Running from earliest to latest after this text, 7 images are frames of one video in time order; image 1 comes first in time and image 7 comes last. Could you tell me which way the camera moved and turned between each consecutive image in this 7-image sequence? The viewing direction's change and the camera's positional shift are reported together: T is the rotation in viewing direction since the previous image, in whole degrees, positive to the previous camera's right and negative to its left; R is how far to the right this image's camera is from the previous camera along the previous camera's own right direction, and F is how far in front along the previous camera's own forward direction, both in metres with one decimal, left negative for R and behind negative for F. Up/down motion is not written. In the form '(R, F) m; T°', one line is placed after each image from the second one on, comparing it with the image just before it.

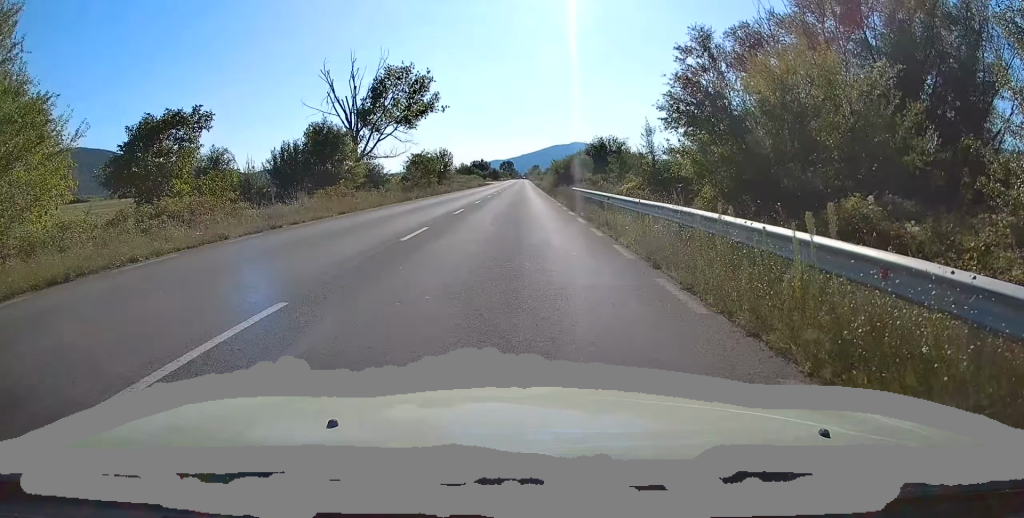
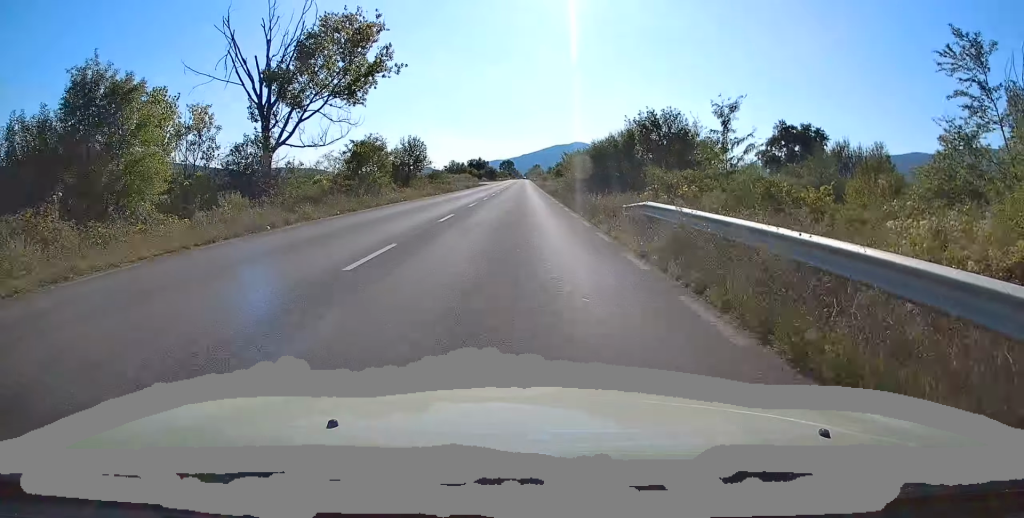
(0.0, +21.6) m; 0°
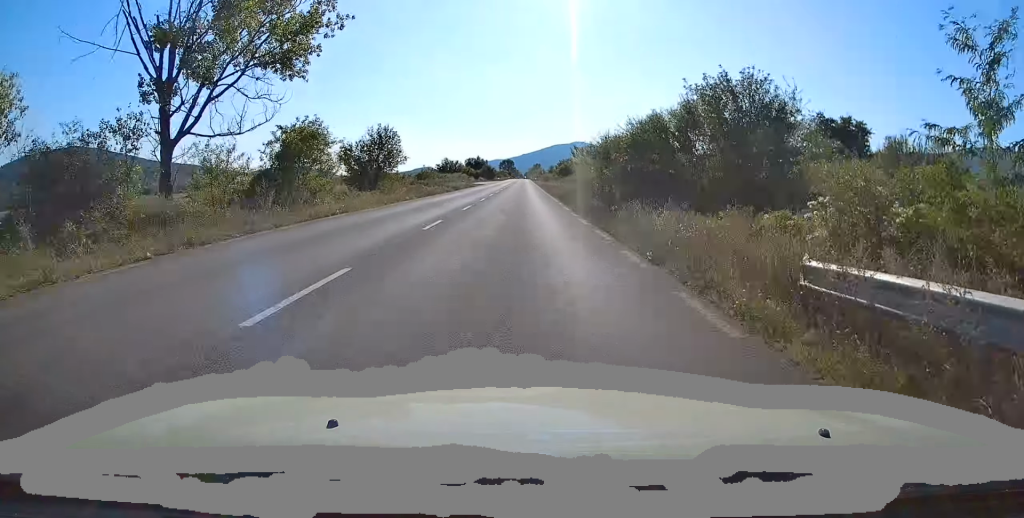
(0.0, +12.0) m; 0°
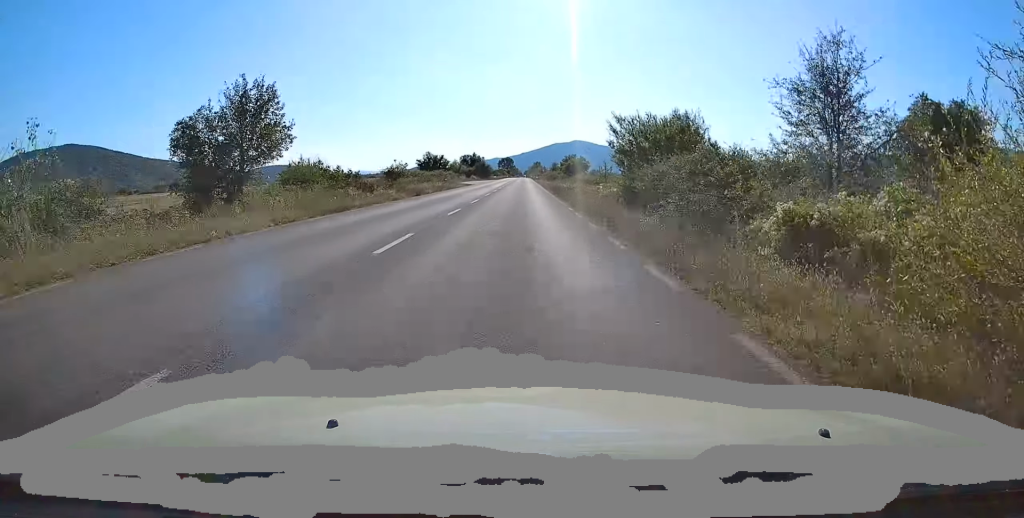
(0.0, +22.4) m; 0°
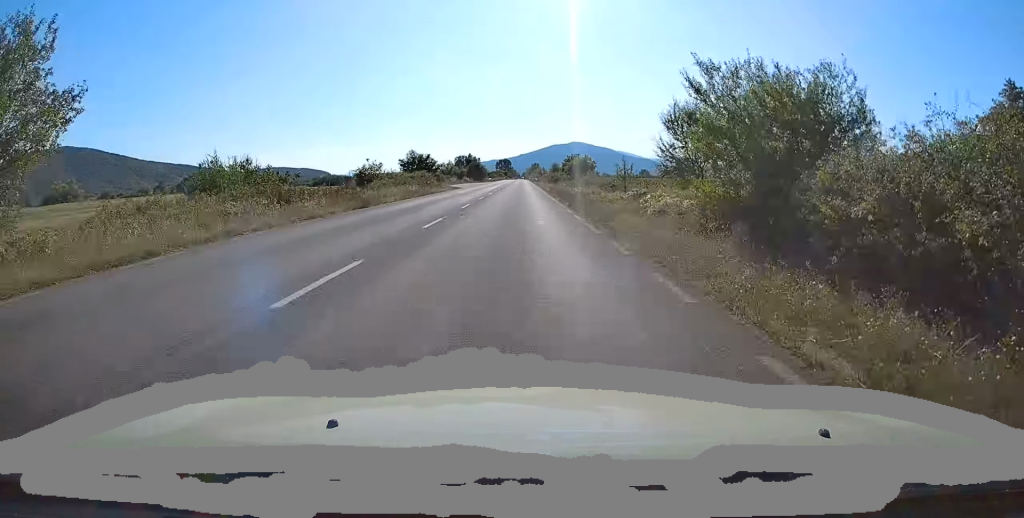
(0.0, +12.8) m; 0°
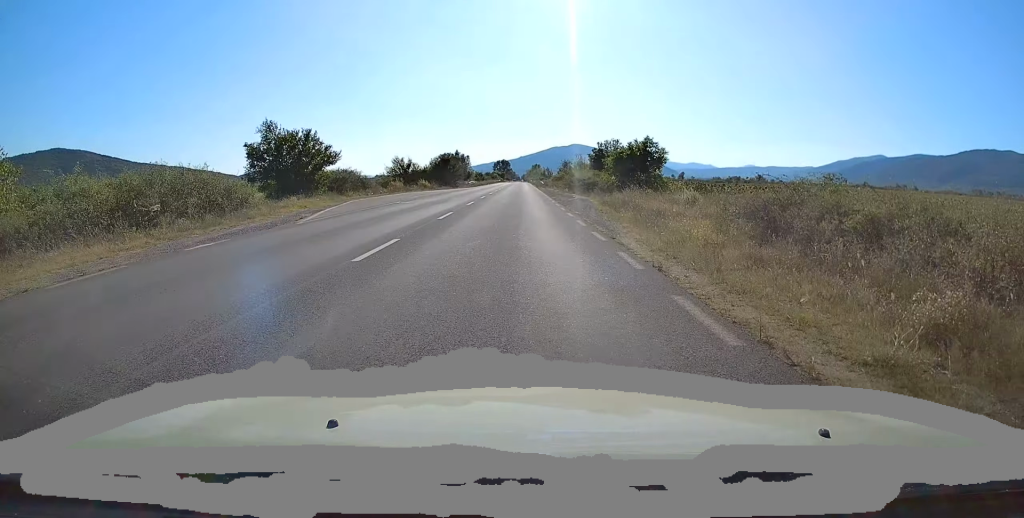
(-0.1, +50.4) m; 0°
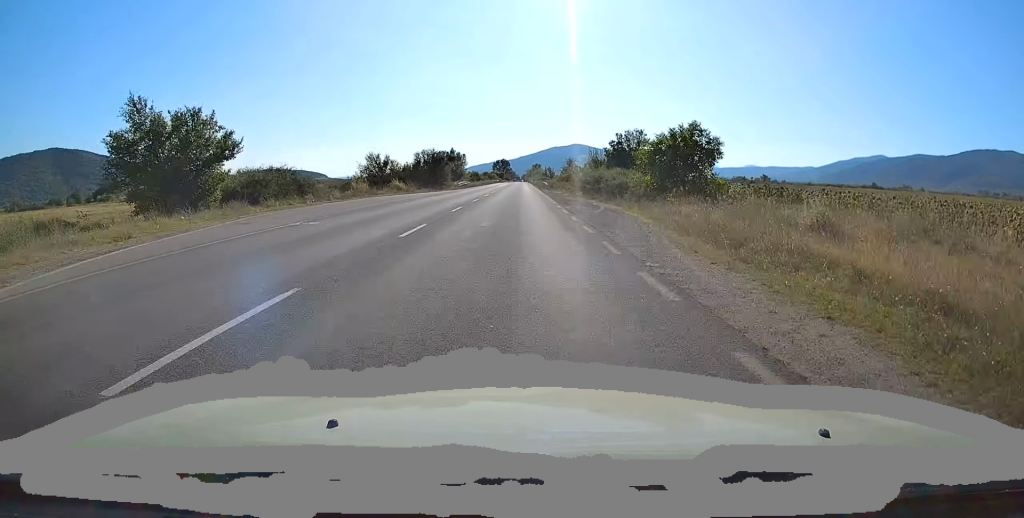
(0.0, +14.4) m; 0°
